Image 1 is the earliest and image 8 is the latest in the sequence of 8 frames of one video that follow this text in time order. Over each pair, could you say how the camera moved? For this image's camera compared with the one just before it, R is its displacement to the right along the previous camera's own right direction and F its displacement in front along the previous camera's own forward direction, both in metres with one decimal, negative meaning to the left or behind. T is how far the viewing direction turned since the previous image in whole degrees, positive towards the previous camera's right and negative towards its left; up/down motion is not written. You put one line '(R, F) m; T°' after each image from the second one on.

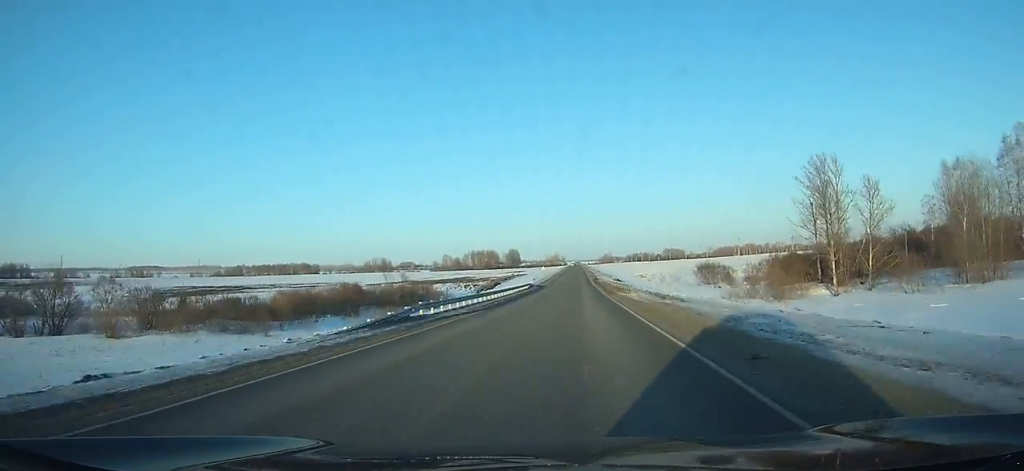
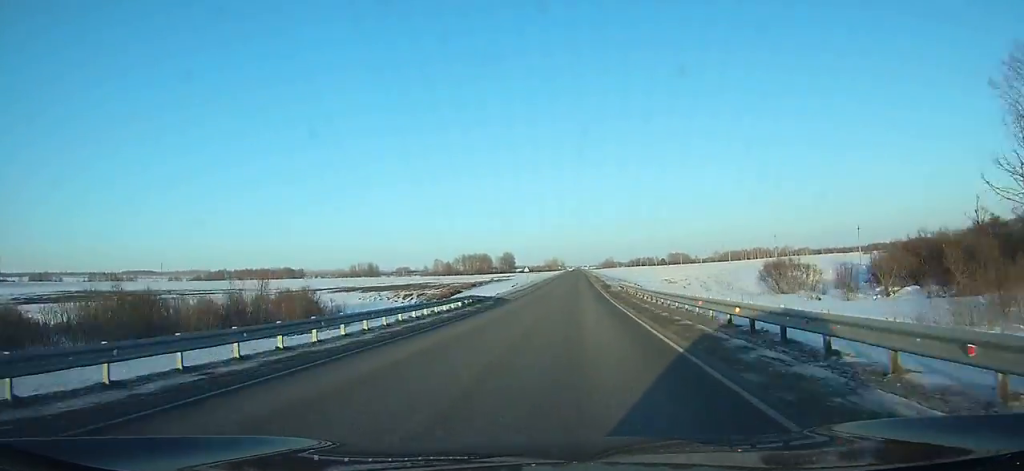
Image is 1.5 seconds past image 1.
(+0.1, +45.3) m; 0°
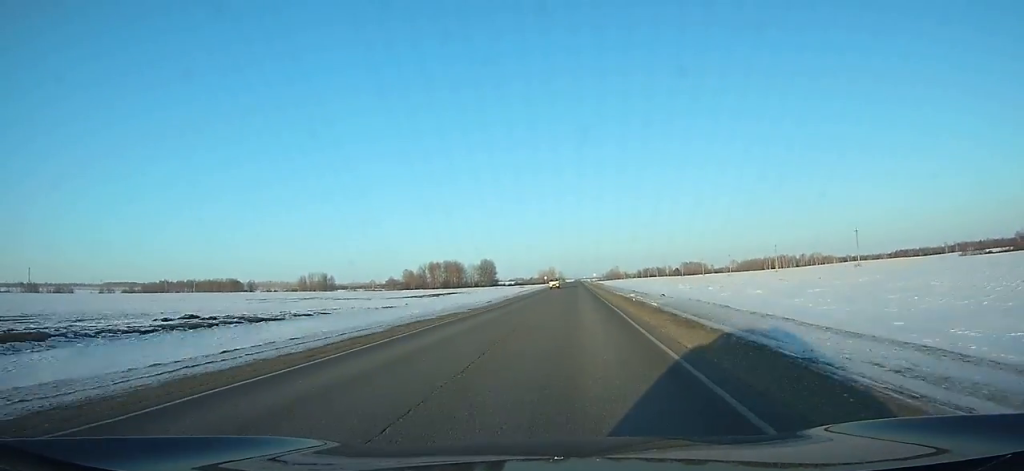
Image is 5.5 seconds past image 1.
(+0.7, +121.6) m; +1°
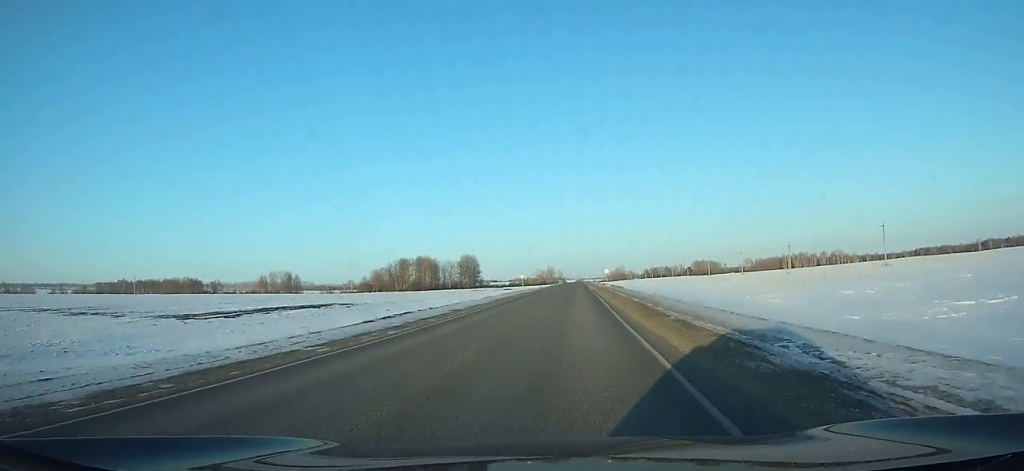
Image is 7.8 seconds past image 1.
(+0.1, +70.5) m; 0°
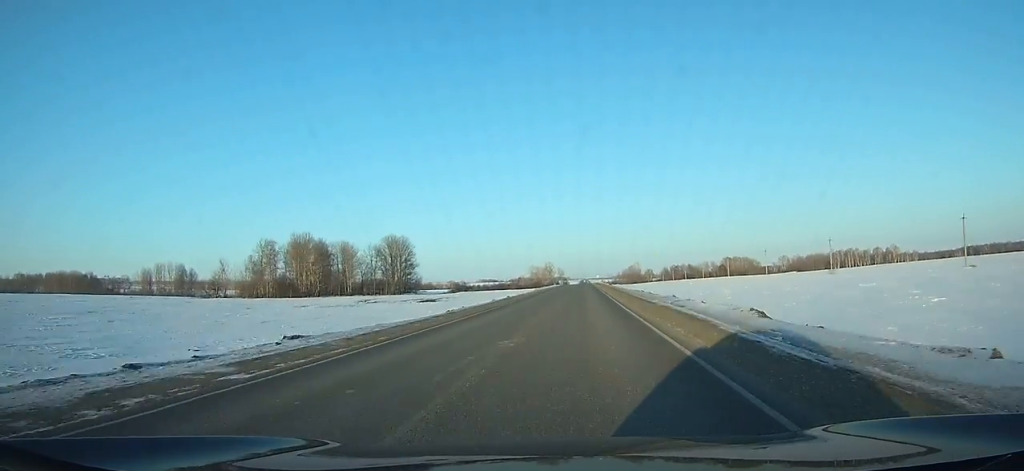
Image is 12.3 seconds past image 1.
(-1.2, +139.2) m; -1°
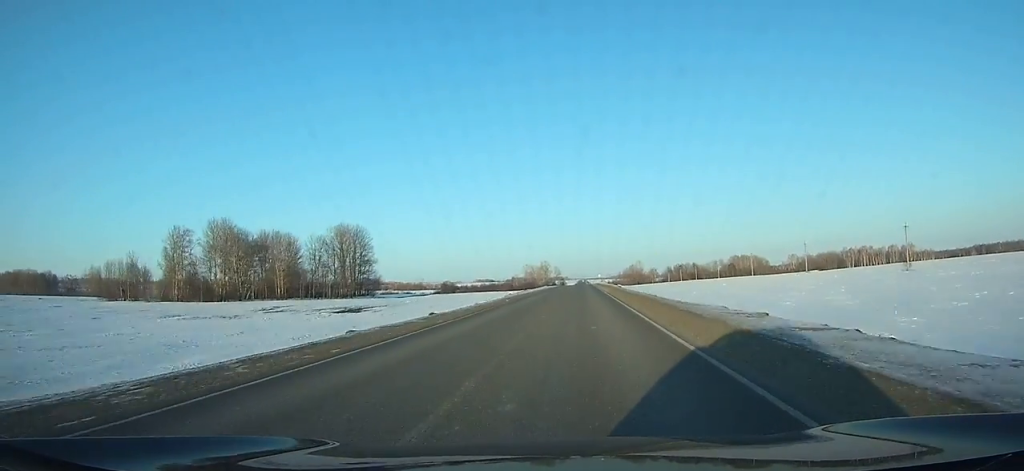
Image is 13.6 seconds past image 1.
(+0.1, +40.5) m; 0°
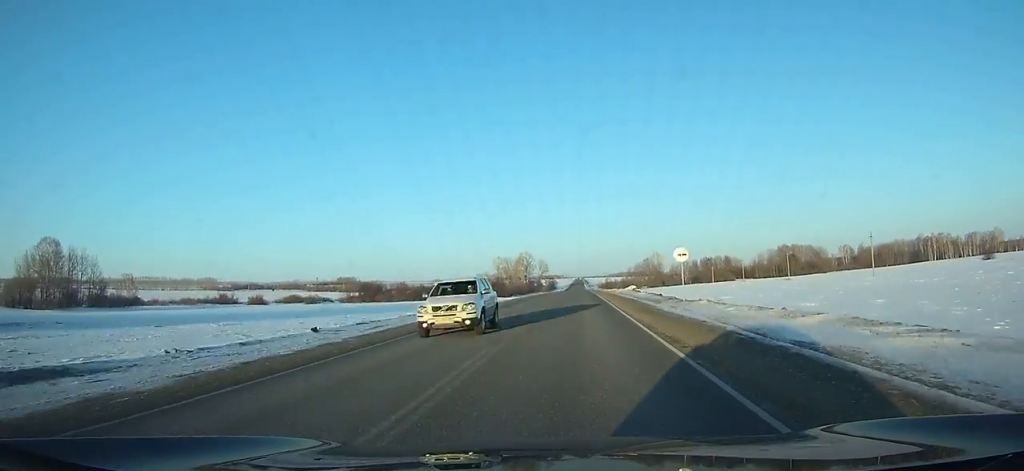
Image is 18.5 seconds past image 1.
(+0.8, +154.2) m; 0°
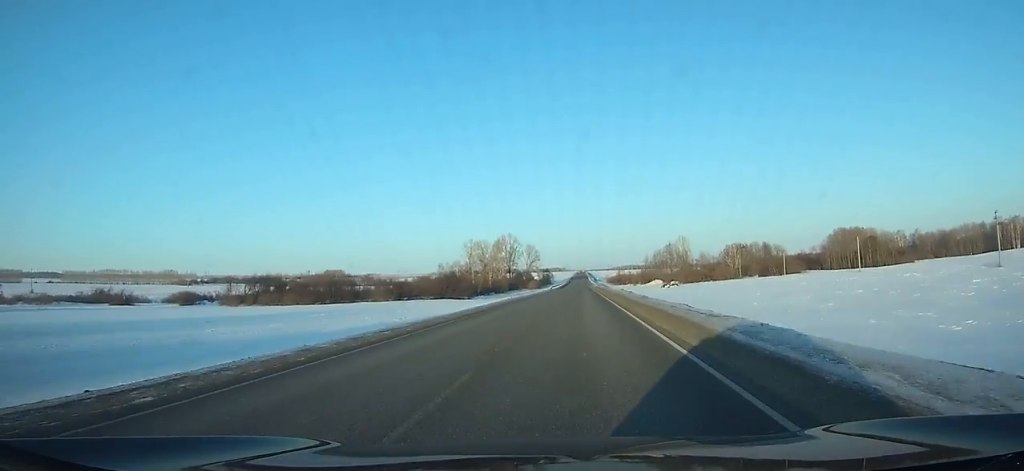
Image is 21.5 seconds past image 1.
(-0.4, +95.3) m; 0°
